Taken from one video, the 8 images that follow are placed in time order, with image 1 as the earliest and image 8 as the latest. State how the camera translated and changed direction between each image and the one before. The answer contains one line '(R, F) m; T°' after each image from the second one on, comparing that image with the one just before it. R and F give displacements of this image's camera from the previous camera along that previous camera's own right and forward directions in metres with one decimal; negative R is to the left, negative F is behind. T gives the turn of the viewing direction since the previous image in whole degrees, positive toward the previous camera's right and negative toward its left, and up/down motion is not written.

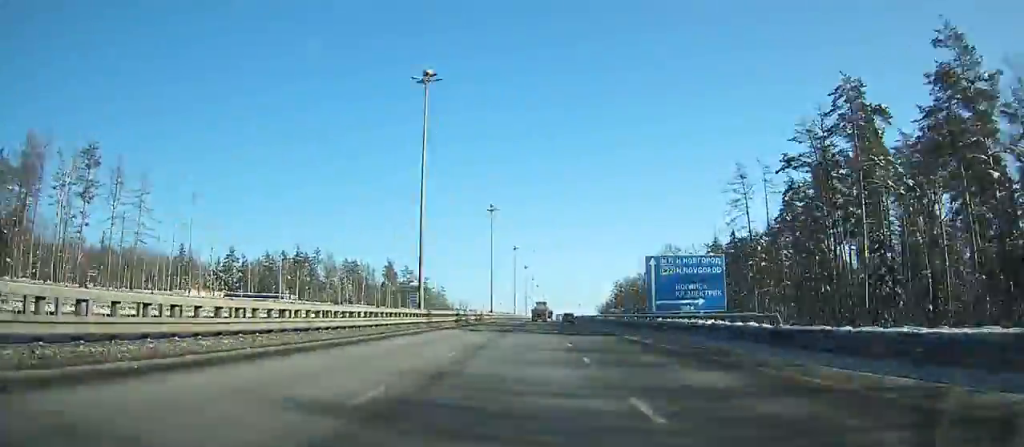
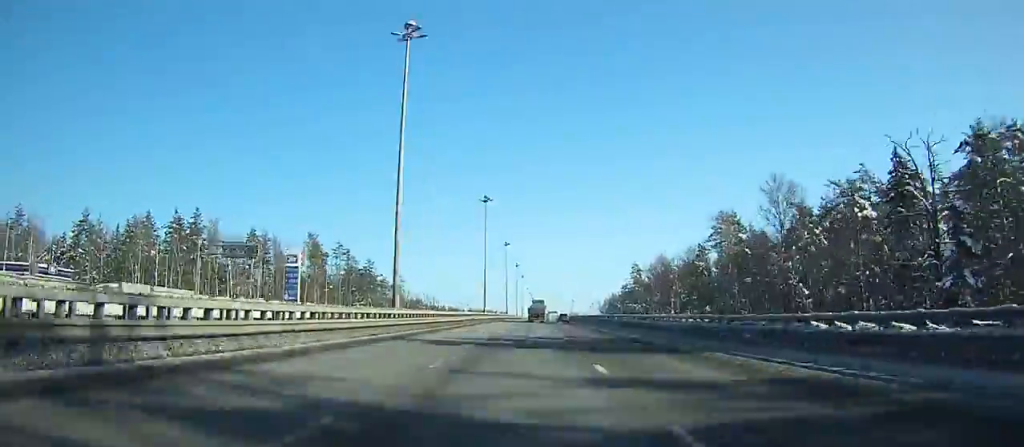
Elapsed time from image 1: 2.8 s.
(-4.5, +71.4) m; 0°
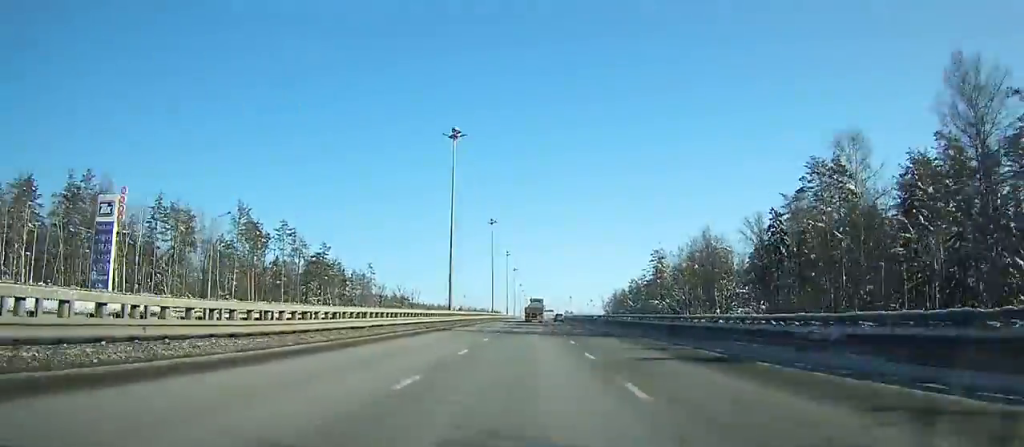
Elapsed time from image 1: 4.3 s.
(+2.6, +36.9) m; +3°
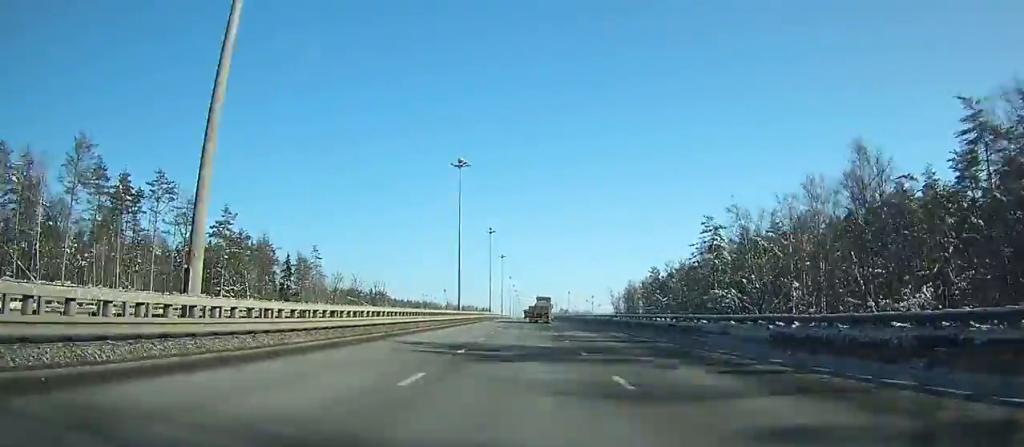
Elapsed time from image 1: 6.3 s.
(+1.5, +48.8) m; +2°
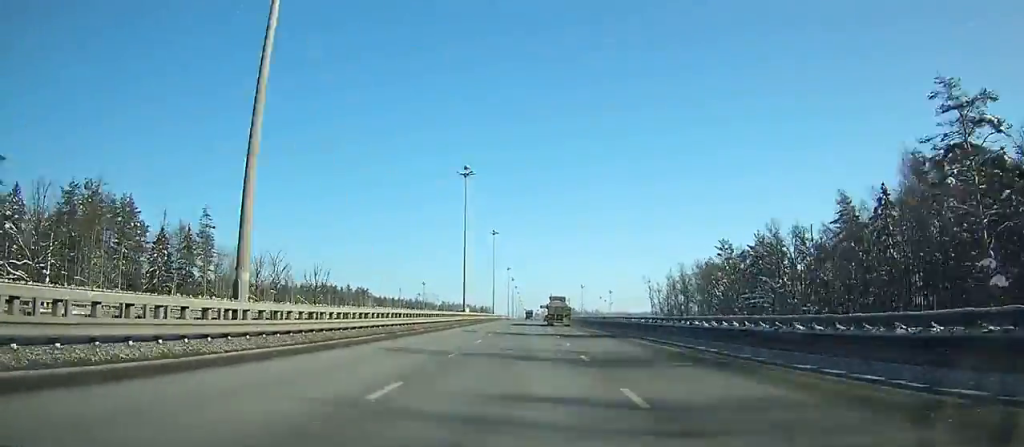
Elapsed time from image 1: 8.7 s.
(+0.4, +57.8) m; 0°
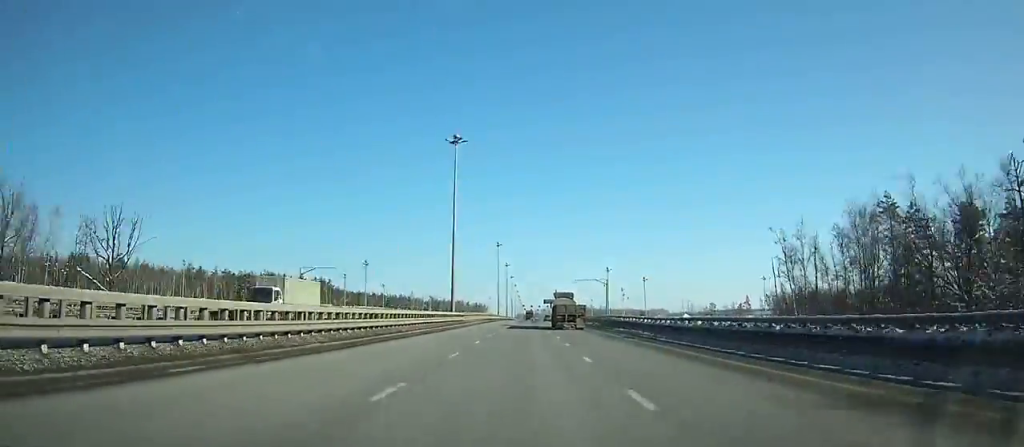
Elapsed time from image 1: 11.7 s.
(-0.2, +72.1) m; 0°
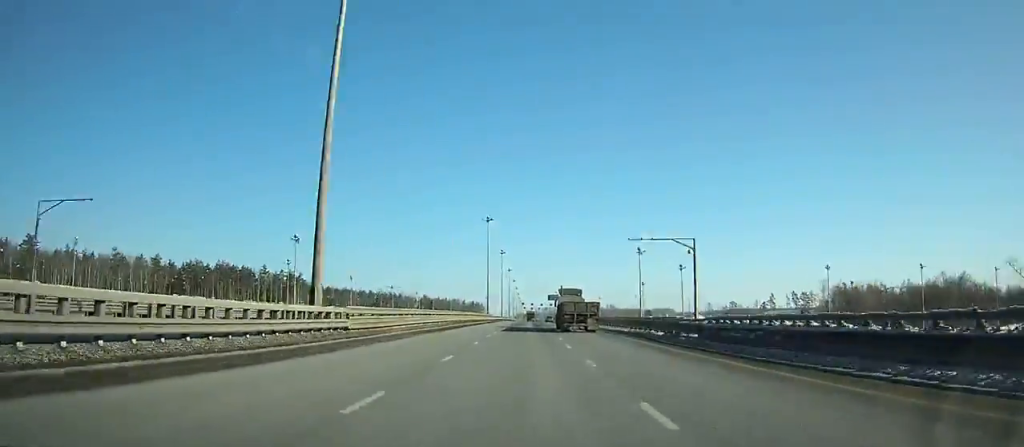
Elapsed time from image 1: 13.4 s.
(0.0, +41.1) m; 0°
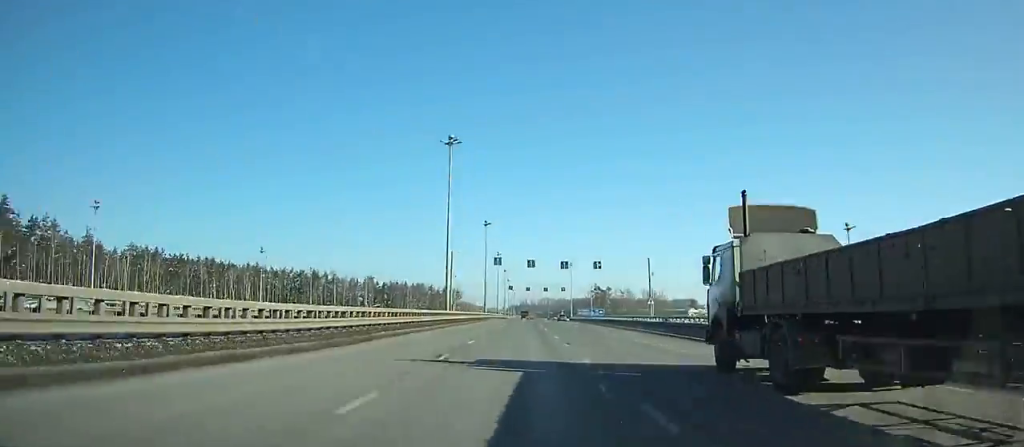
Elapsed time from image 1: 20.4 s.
(+0.9, +169.1) m; +1°
